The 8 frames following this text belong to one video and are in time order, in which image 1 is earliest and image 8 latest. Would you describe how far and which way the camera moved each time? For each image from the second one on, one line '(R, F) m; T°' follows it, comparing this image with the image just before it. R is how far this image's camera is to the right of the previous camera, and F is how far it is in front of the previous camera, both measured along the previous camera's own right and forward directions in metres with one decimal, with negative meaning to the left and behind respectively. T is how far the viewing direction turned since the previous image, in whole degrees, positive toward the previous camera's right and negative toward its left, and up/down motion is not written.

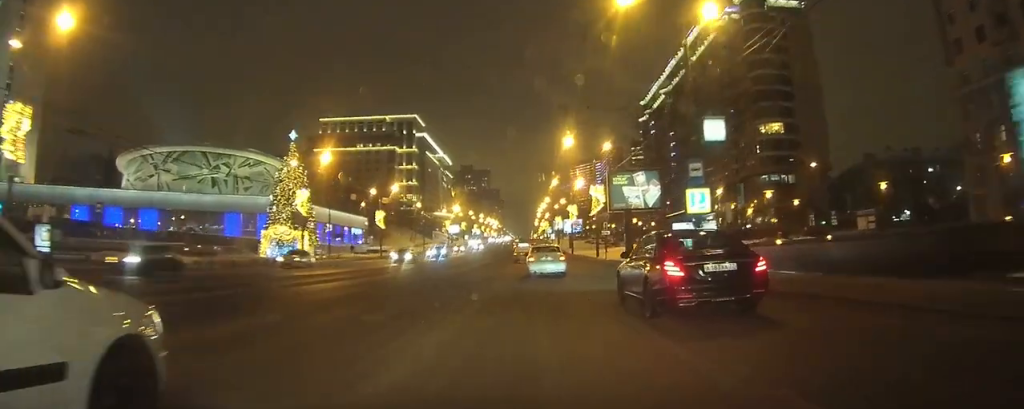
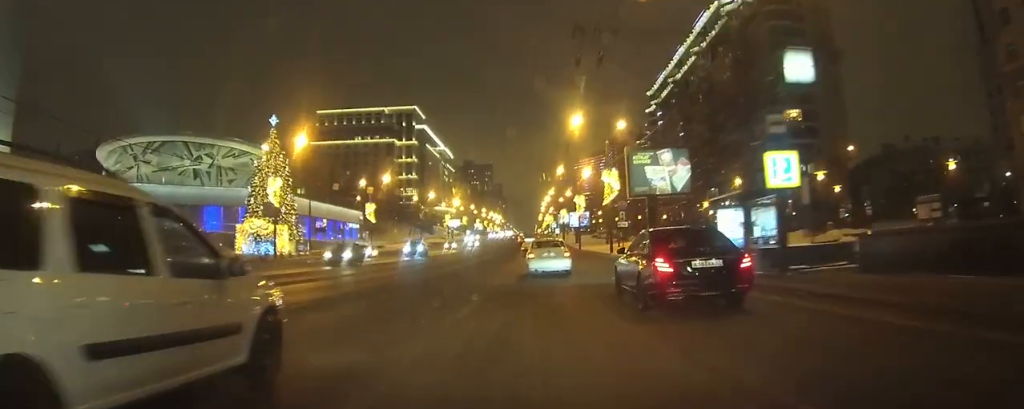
(0.0, +9.8) m; 0°
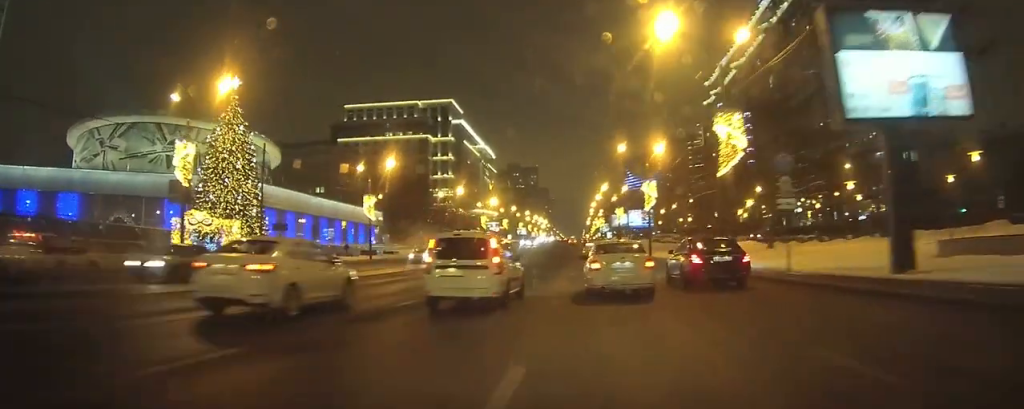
(-0.4, +29.2) m; -1°
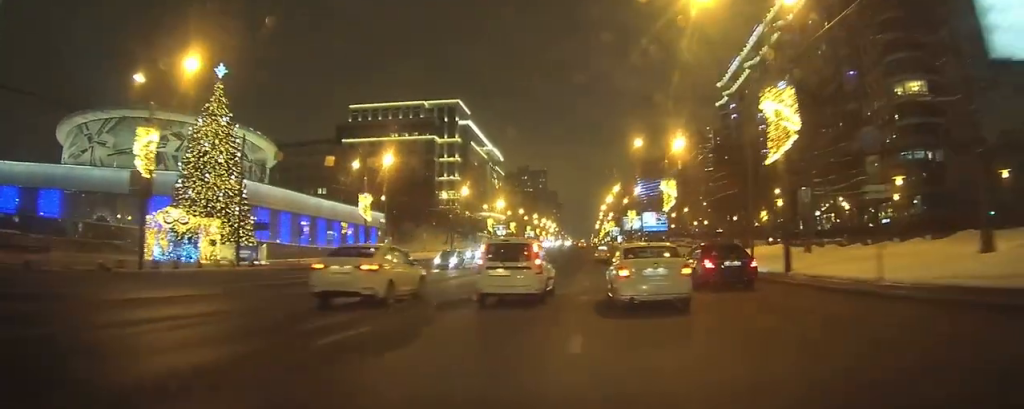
(-0.1, +5.9) m; 0°
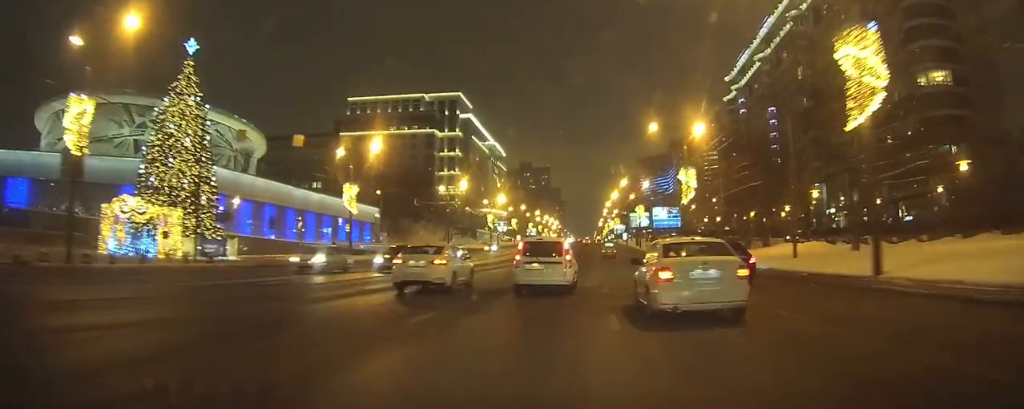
(+0.1, +6.7) m; +1°
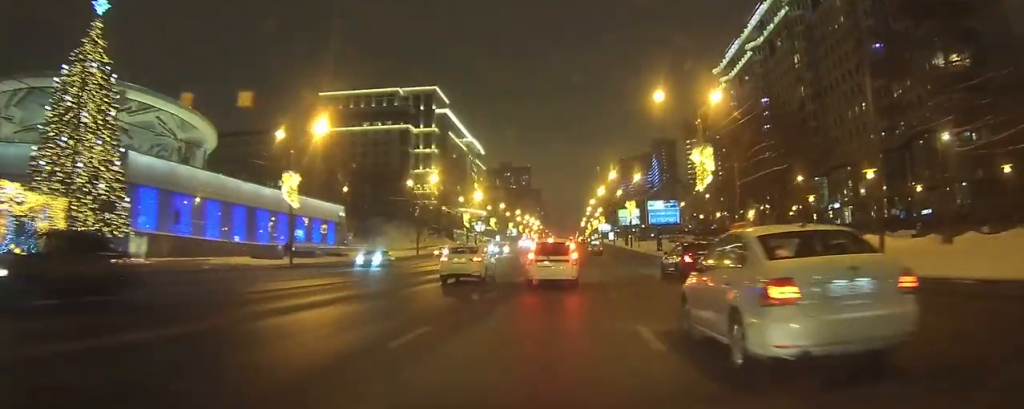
(+0.1, +10.5) m; +1°
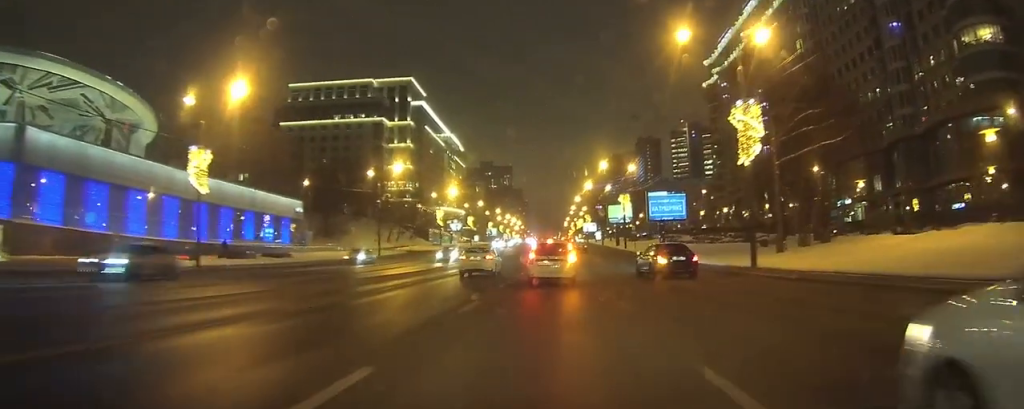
(0.0, +11.4) m; +1°
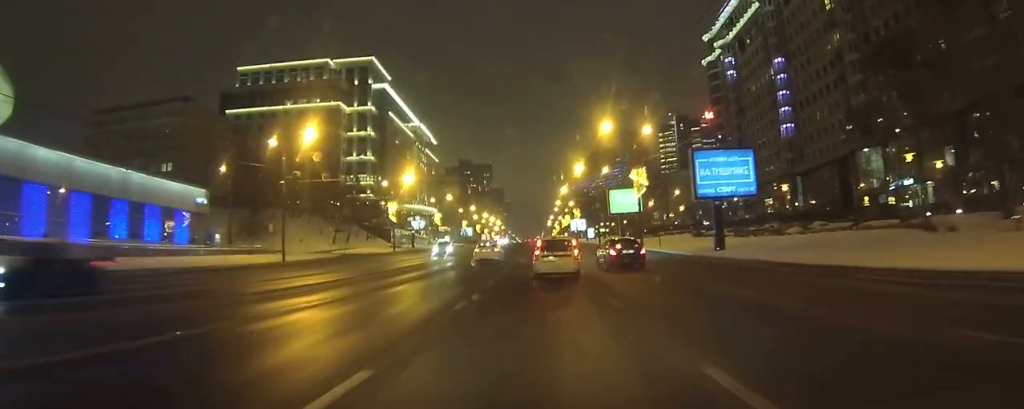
(+0.7, +23.6) m; +1°
